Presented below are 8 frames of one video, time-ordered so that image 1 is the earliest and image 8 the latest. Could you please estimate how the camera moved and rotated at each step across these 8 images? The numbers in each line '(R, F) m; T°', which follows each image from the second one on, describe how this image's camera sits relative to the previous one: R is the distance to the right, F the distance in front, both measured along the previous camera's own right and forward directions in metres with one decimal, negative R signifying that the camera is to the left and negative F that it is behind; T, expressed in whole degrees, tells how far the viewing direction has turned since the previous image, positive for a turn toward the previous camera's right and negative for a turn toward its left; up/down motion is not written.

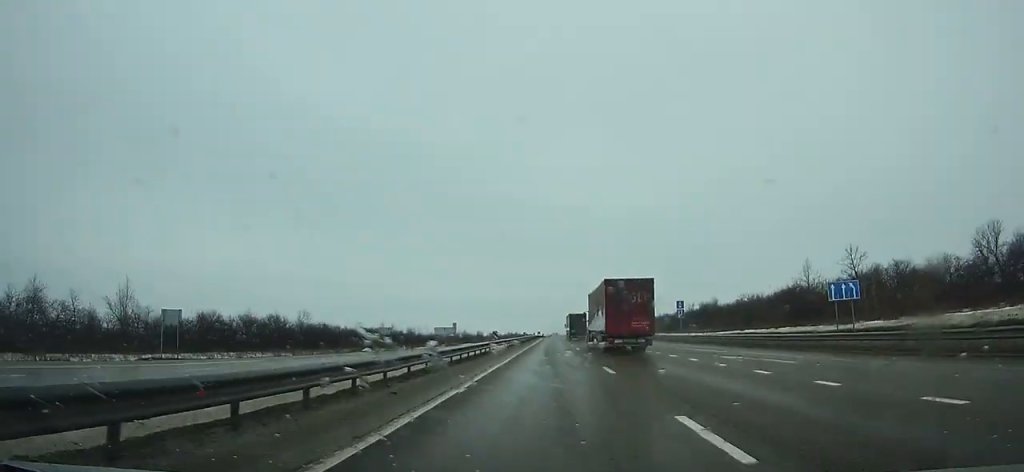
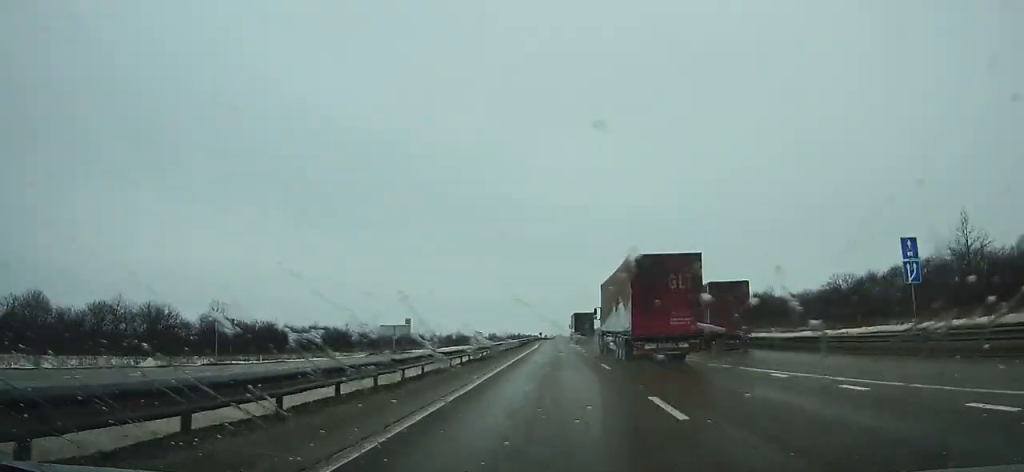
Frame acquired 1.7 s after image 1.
(0.0, +45.8) m; 0°
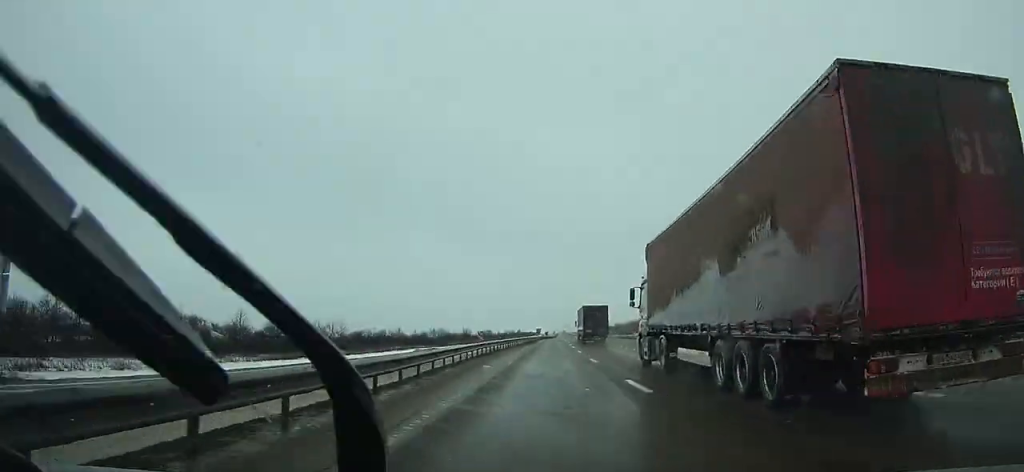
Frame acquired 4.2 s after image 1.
(-0.3, +67.3) m; 0°
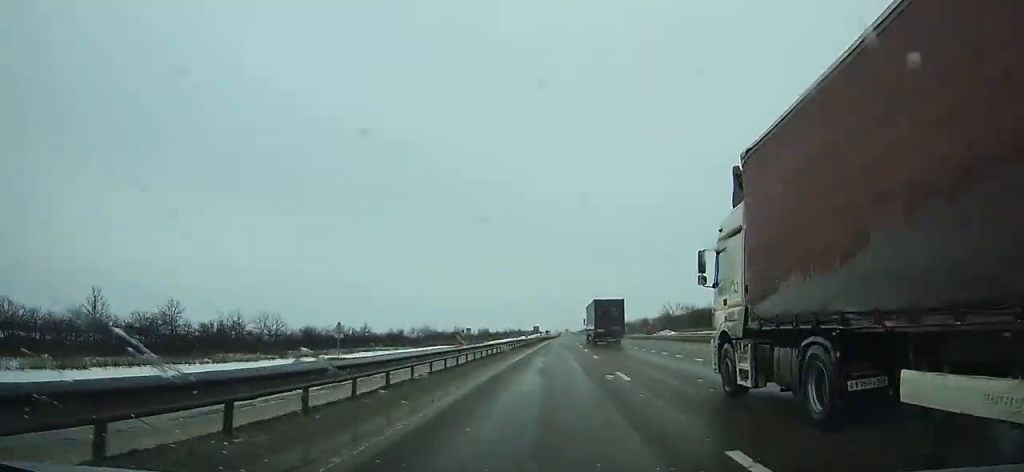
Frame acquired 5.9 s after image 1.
(-0.1, +45.6) m; 0°
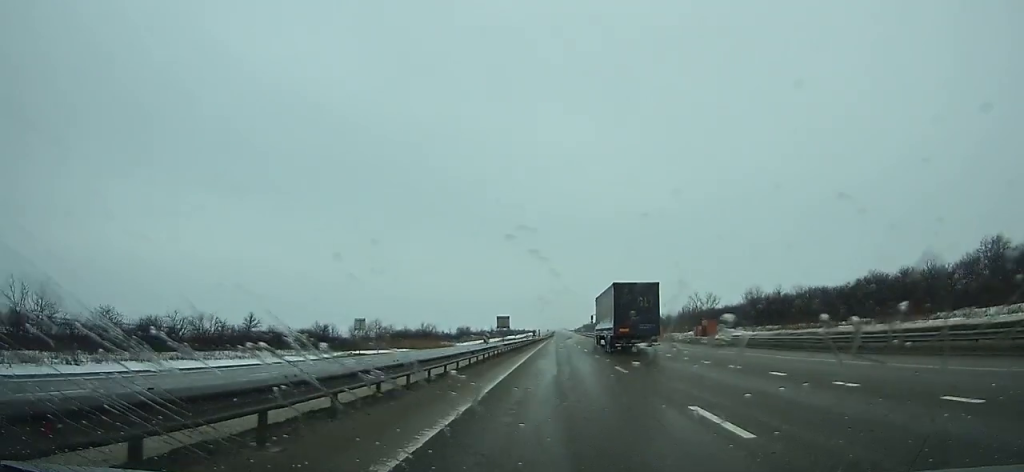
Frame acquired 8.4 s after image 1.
(+0.1, +66.9) m; 0°
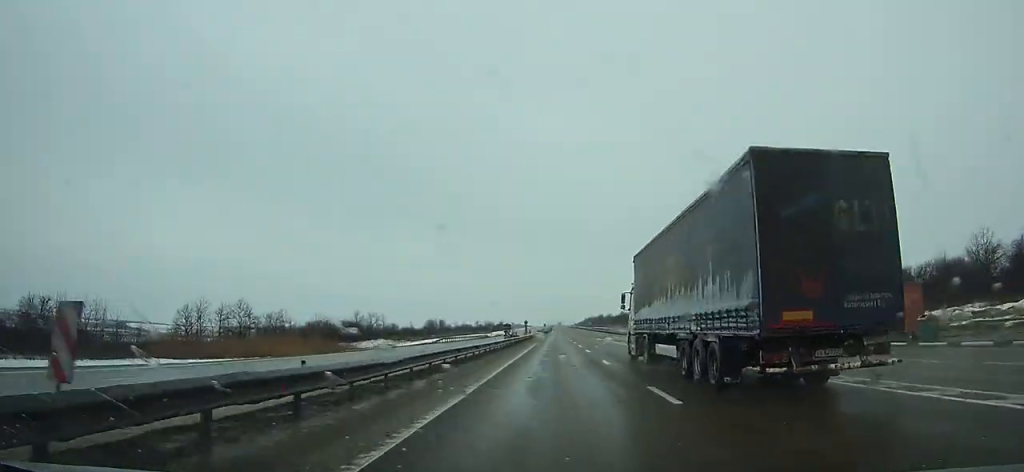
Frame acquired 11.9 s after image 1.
(+0.5, +93.4) m; 0°
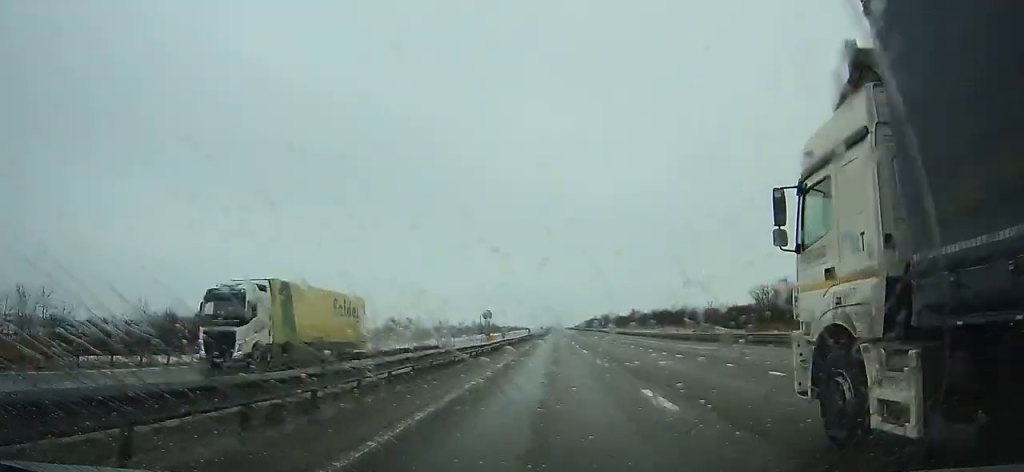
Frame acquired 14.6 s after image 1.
(-0.1, +71.6) m; 0°
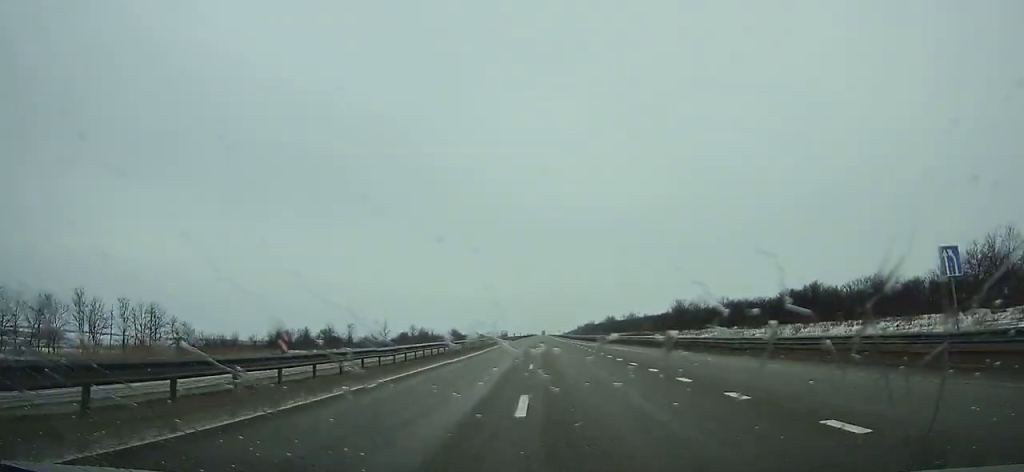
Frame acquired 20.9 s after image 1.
(+2.1, +164.4) m; +1°
